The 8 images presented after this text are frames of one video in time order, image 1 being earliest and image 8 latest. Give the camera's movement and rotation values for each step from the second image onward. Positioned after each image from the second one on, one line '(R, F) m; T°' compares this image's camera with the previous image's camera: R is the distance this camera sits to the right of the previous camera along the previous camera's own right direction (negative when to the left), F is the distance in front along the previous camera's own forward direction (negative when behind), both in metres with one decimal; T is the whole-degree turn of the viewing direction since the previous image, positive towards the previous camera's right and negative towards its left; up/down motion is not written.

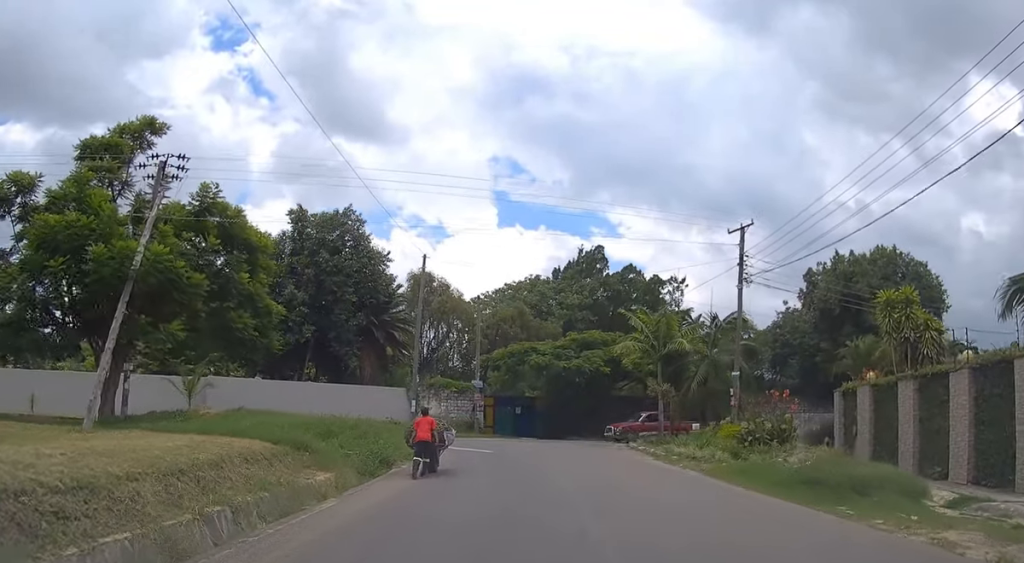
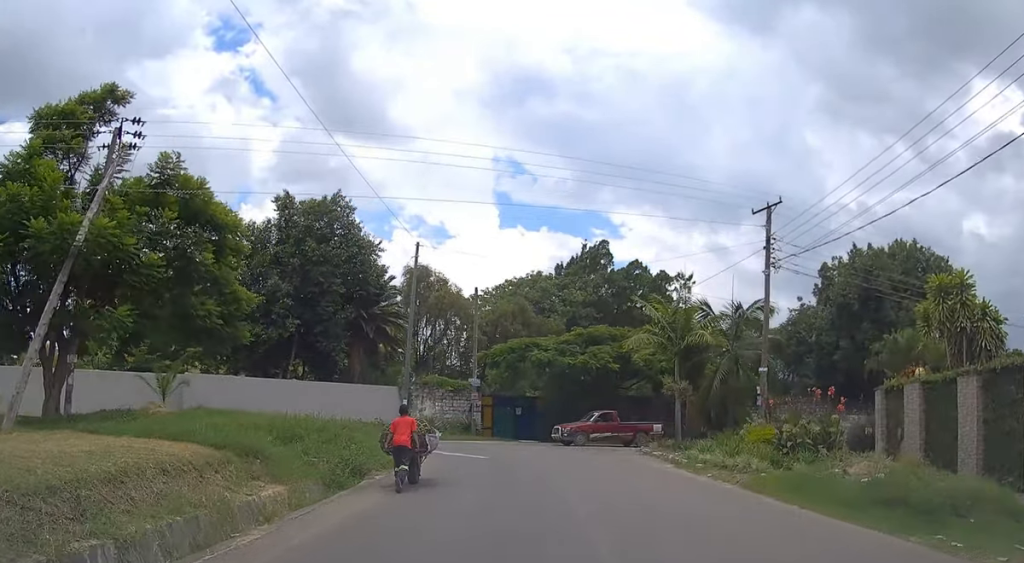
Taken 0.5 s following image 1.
(0.0, +3.5) m; +1°
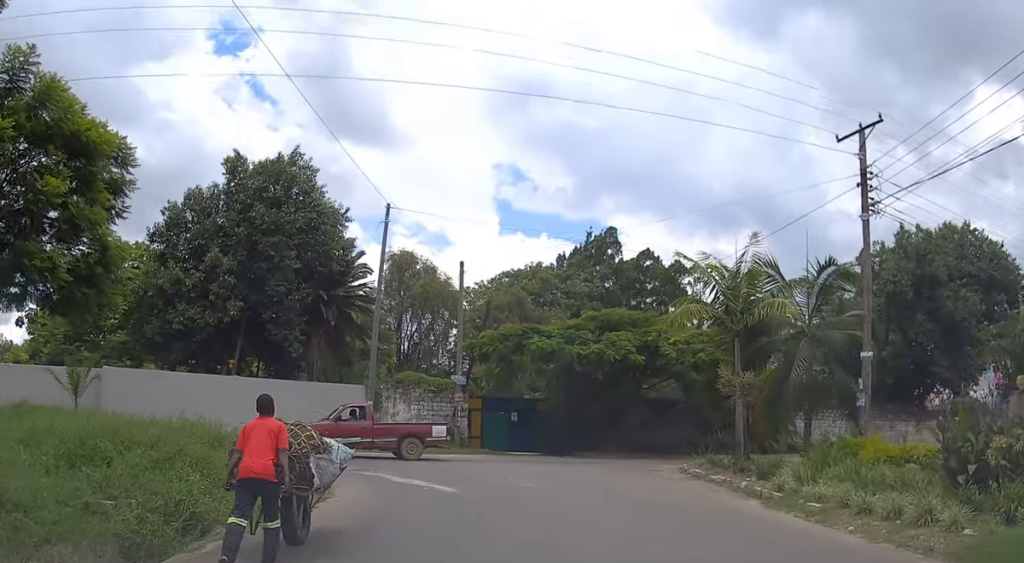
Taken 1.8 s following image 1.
(-0.2, +8.5) m; -2°
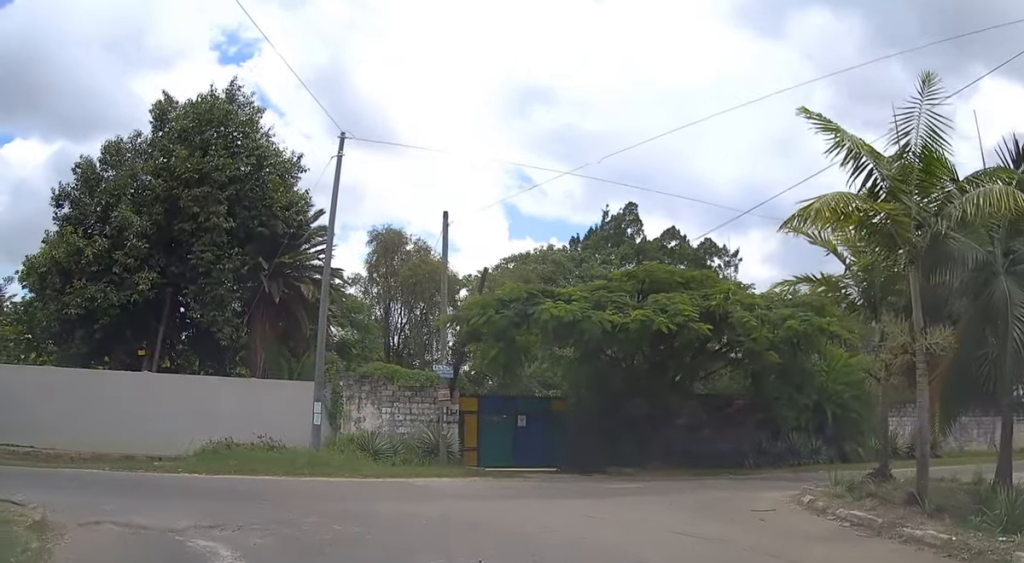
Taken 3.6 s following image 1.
(-0.2, +9.6) m; -3°
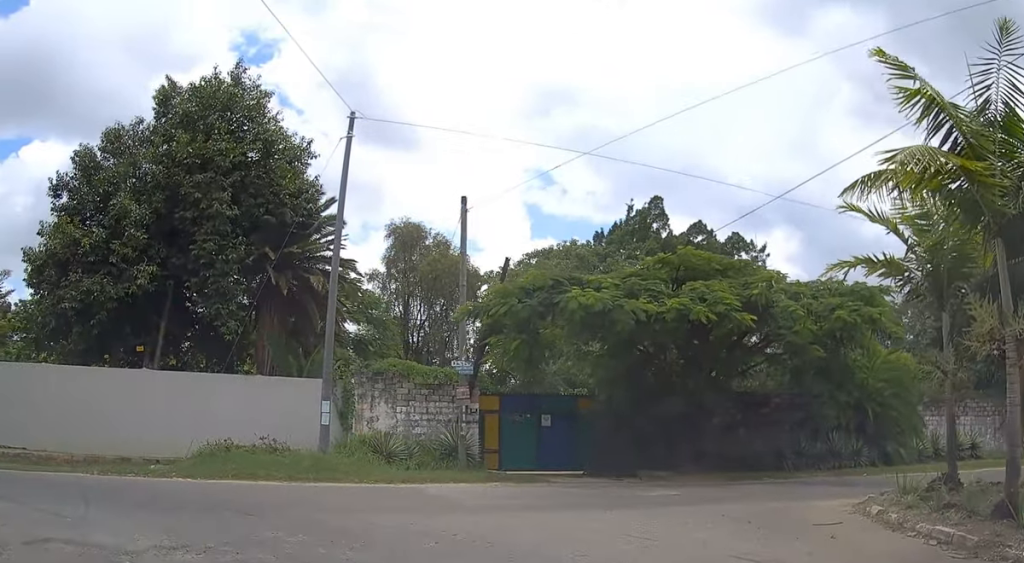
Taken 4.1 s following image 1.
(-0.1, +1.8) m; -2°
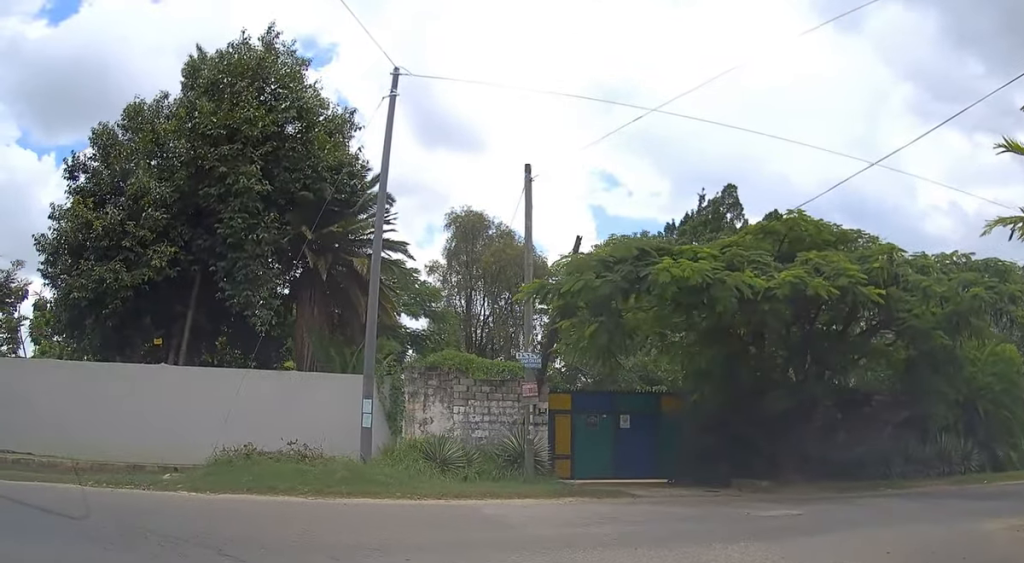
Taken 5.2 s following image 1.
(-0.1, +3.6) m; -5°
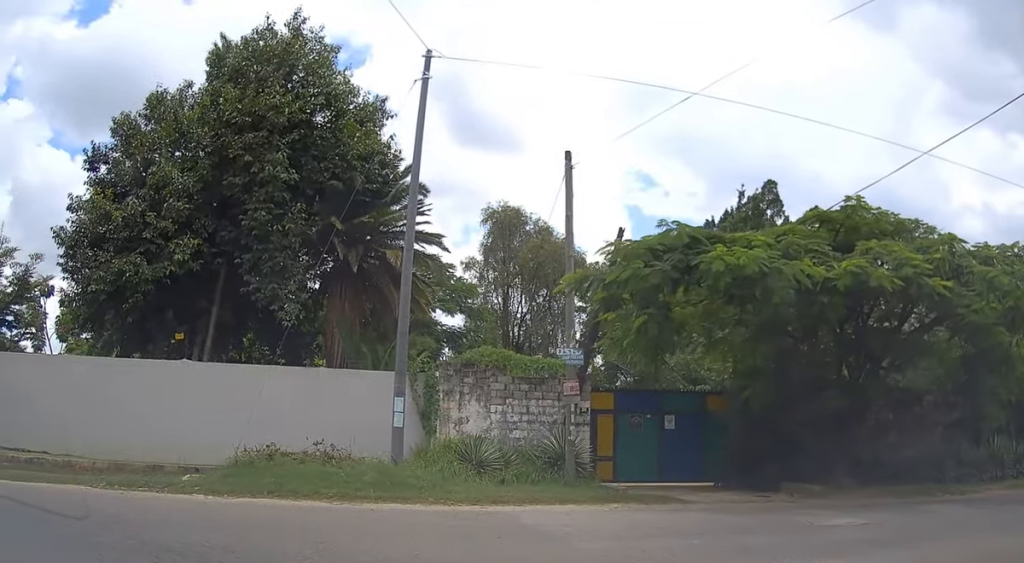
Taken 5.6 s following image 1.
(0.0, +1.2) m; -3°
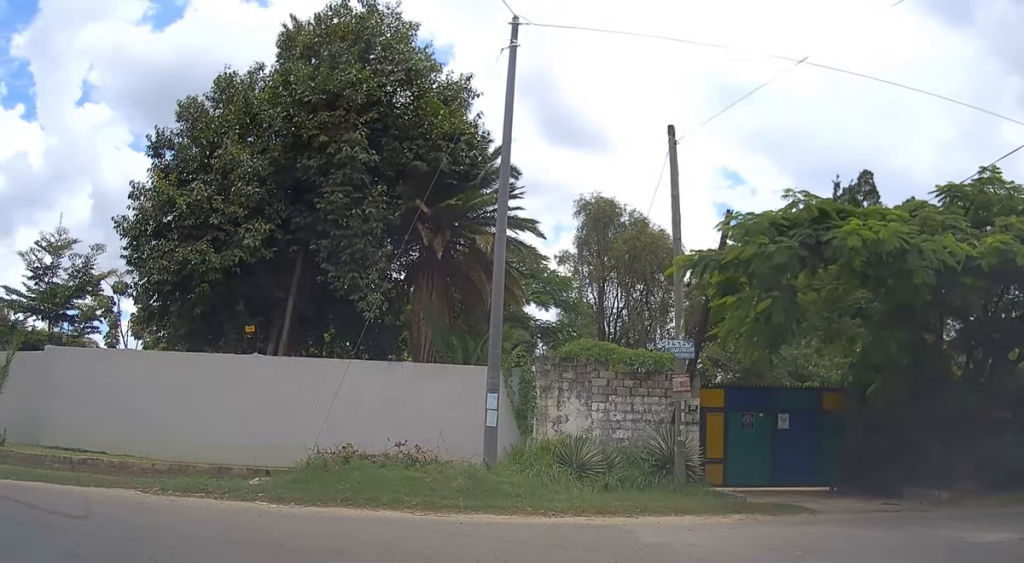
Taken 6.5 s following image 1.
(-0.1, +1.8) m; -9°
